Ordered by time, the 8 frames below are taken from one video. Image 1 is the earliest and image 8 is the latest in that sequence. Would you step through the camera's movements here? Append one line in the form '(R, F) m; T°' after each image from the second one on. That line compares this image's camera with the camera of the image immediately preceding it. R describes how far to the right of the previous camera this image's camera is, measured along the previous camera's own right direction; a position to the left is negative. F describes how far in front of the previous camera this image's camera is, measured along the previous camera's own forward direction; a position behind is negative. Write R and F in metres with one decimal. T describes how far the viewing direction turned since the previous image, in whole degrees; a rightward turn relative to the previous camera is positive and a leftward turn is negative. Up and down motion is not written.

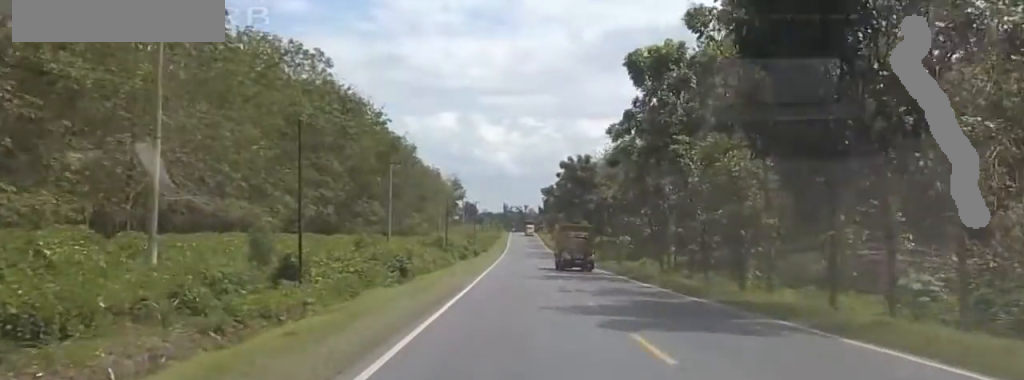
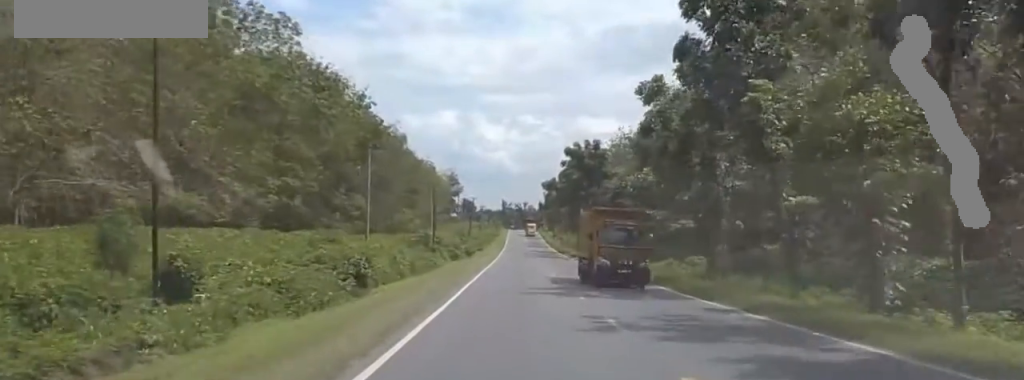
(0.0, +11.8) m; 0°
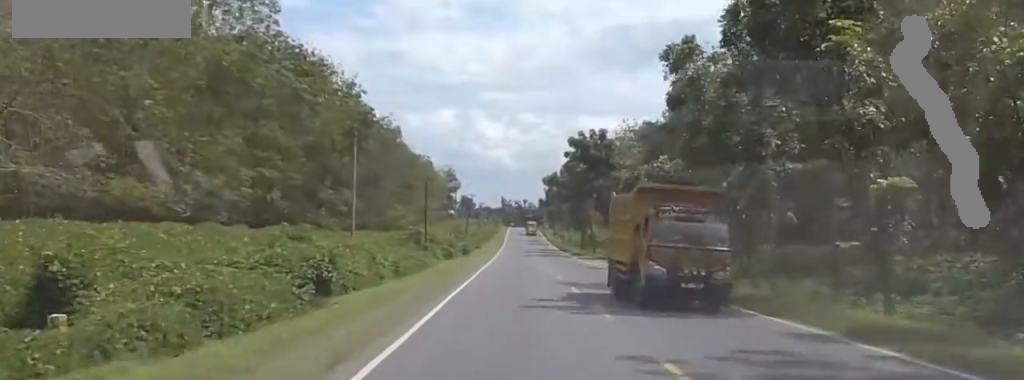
(+0.1, +6.2) m; 0°
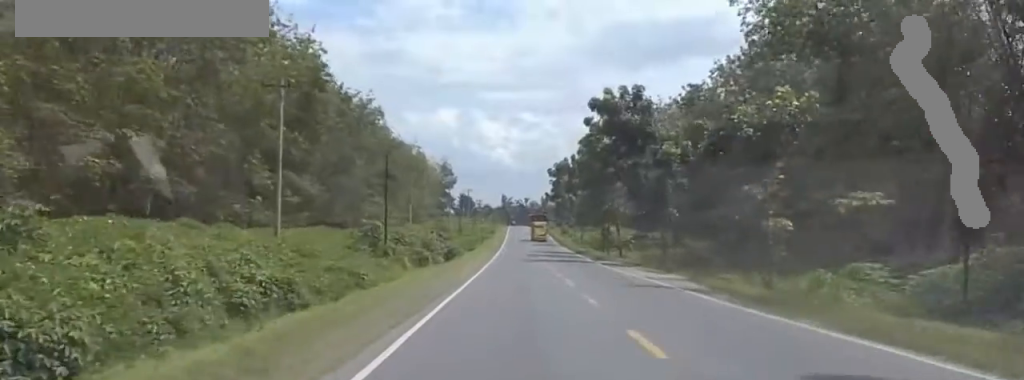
(-0.5, +21.5) m; 0°
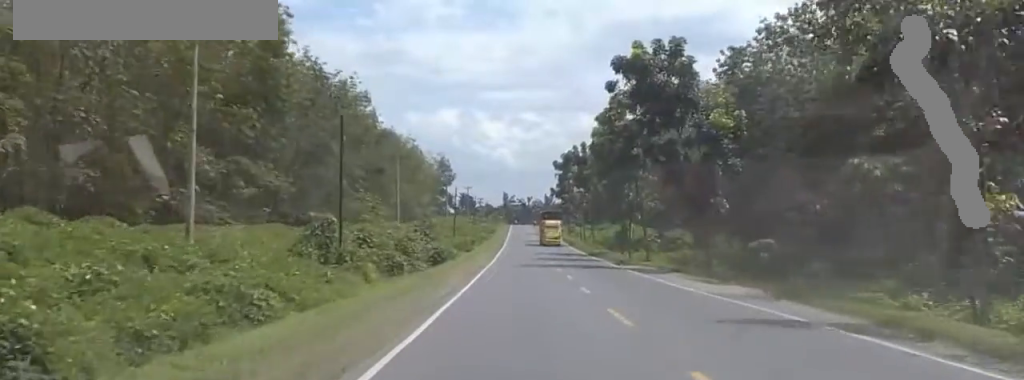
(+0.4, +12.6) m; 0°
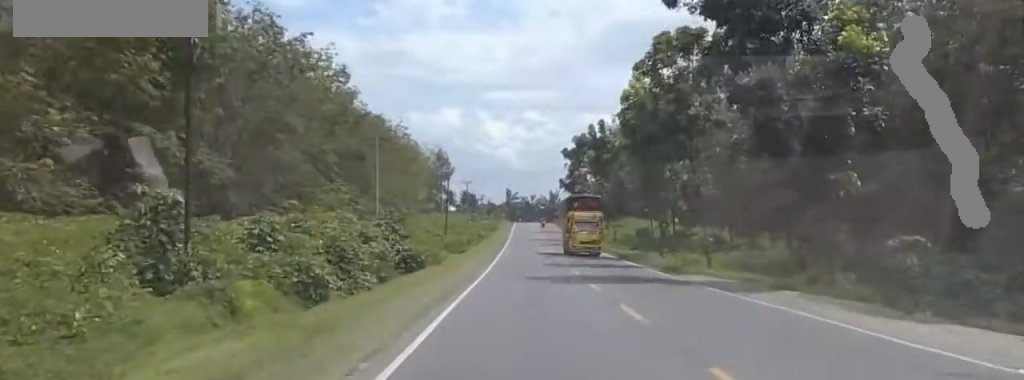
(-0.4, +16.6) m; +1°
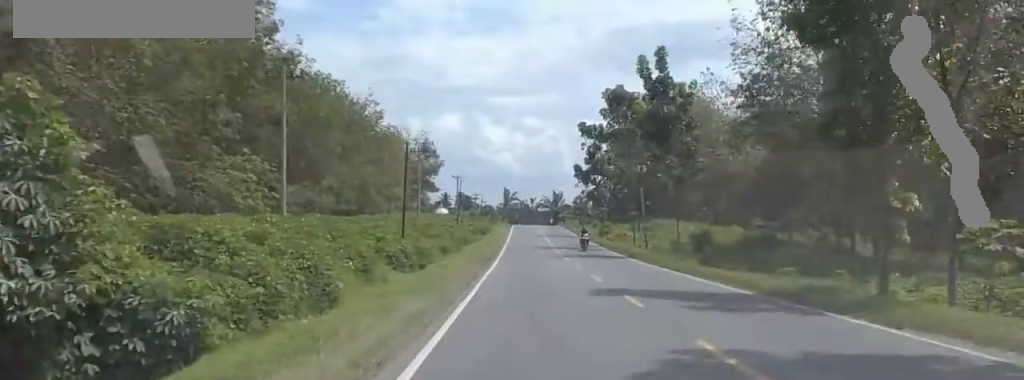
(+1.7, +31.5) m; -2°
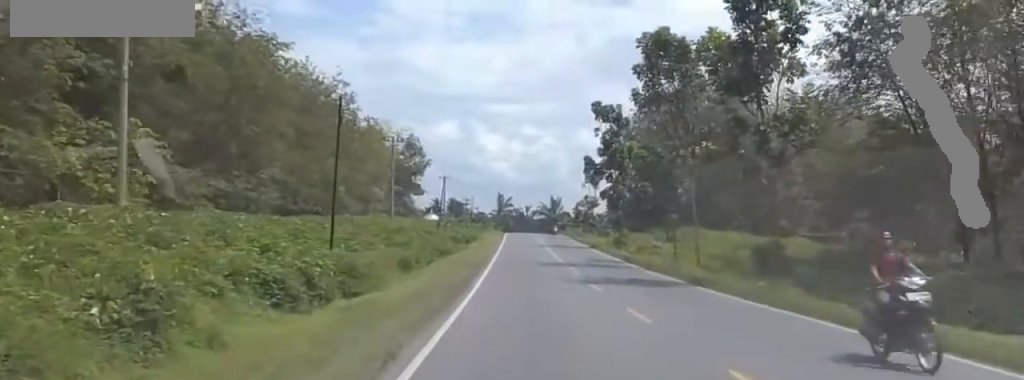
(-1.5, +18.7) m; 0°
